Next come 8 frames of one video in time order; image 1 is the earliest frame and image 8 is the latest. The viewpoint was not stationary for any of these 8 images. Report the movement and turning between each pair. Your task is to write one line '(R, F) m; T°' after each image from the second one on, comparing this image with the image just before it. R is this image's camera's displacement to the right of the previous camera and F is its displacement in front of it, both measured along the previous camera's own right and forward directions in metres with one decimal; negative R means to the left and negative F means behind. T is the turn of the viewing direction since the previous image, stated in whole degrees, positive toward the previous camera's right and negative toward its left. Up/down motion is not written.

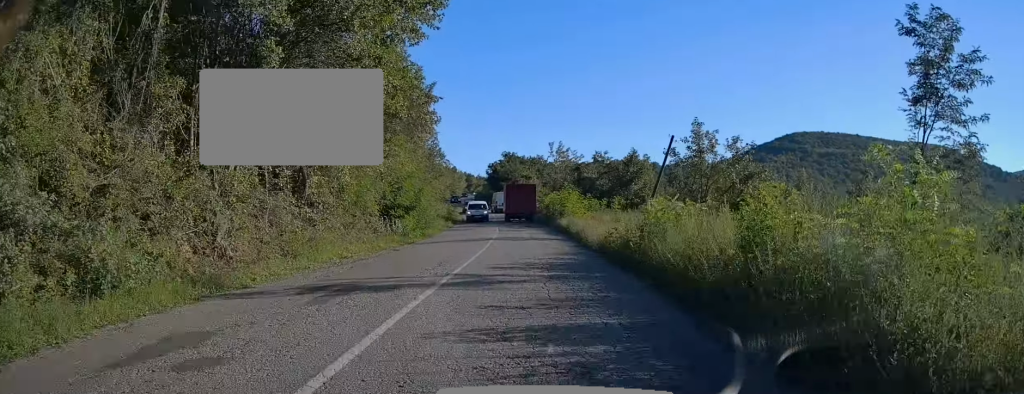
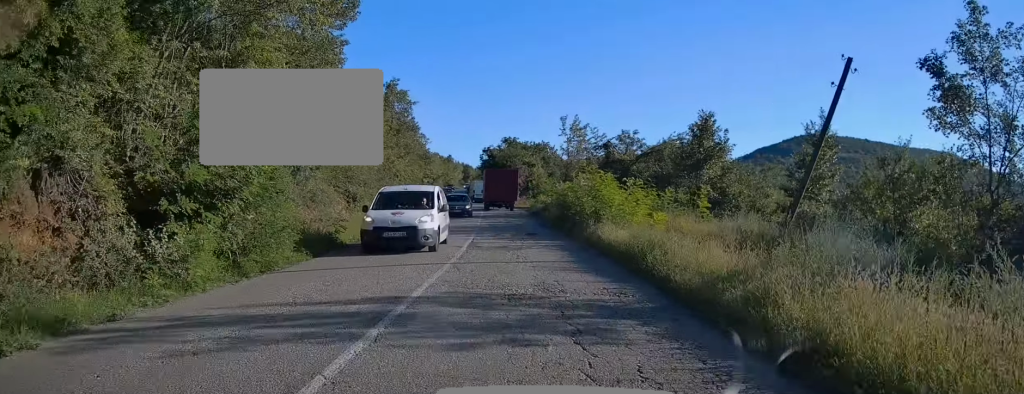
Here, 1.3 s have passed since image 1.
(0.0, +18.8) m; 0°
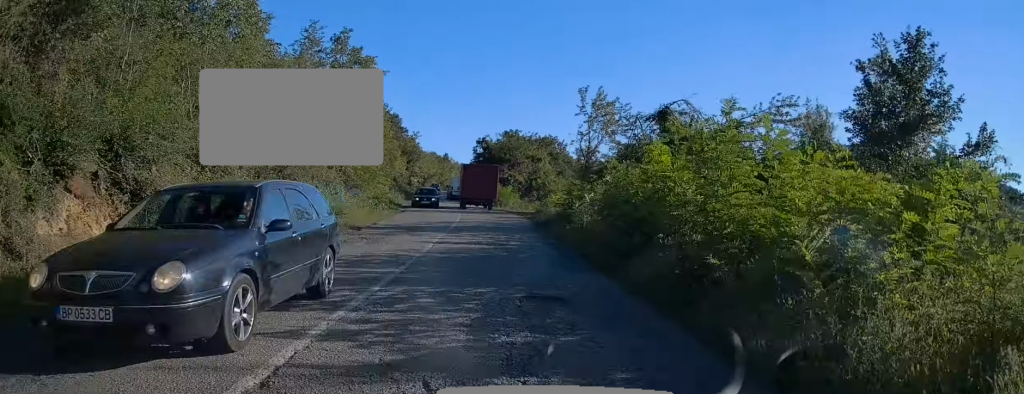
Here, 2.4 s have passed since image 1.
(-0.1, +16.3) m; -1°
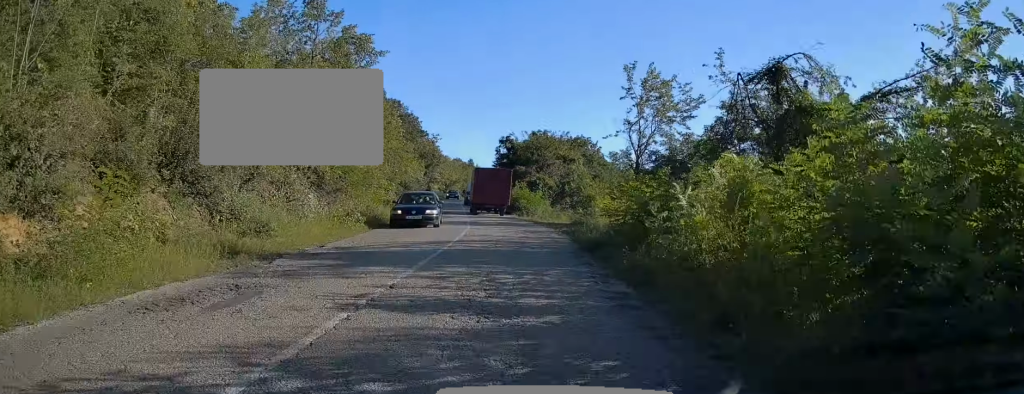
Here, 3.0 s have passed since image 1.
(-0.1, +9.2) m; -1°
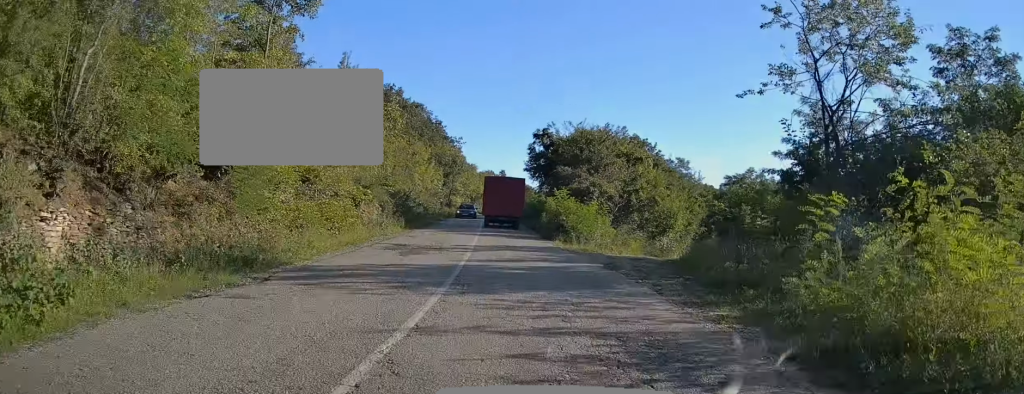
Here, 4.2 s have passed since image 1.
(-0.5, +16.6) m; -3°
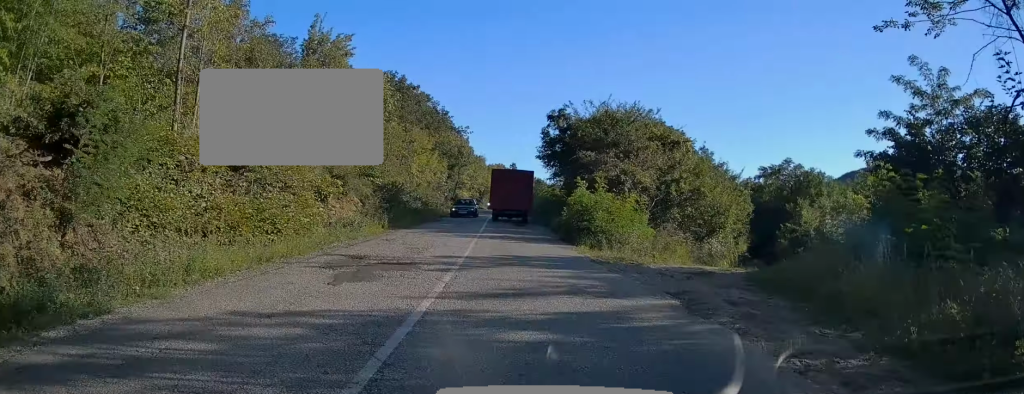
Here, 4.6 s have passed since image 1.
(-0.1, +6.6) m; -1°
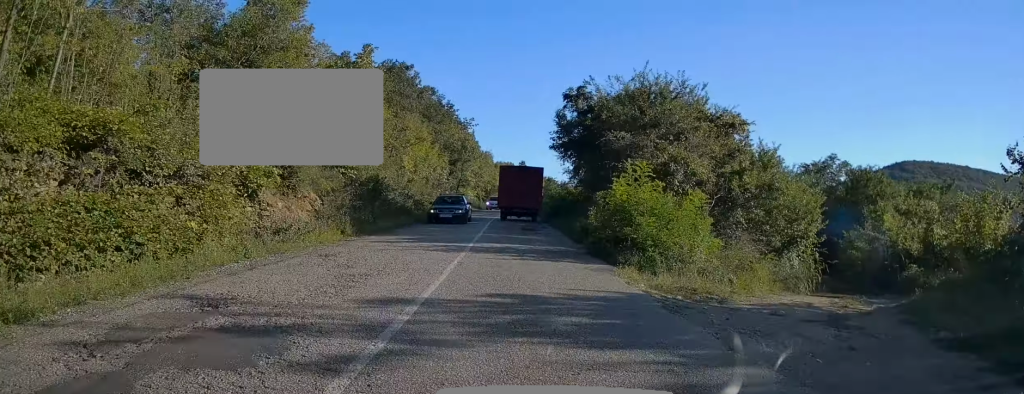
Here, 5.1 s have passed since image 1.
(0.0, +7.0) m; -1°
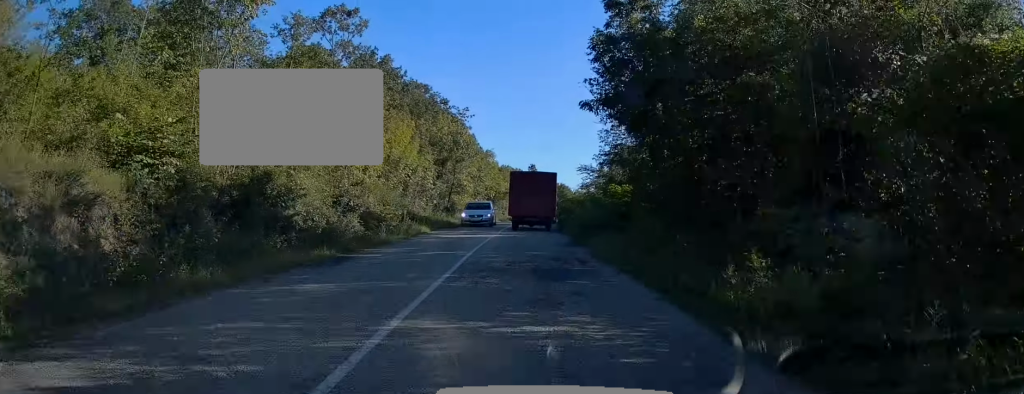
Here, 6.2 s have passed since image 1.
(-0.3, +15.1) m; -1°
